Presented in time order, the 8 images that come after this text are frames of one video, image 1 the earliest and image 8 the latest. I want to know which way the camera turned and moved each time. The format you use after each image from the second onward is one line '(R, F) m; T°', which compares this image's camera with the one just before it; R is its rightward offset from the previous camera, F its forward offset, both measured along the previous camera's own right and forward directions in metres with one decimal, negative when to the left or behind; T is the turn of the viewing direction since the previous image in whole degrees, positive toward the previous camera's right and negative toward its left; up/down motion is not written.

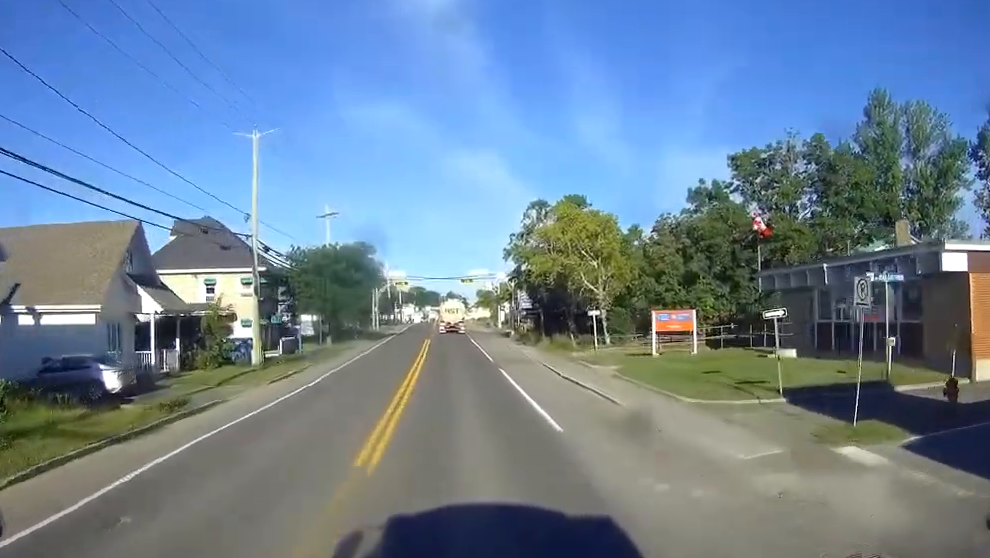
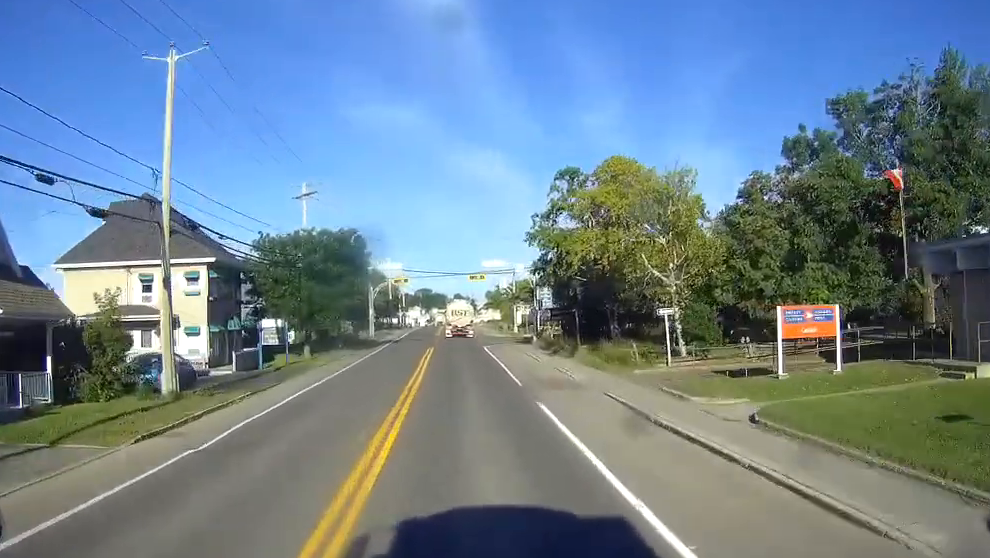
(0.0, +13.8) m; 0°
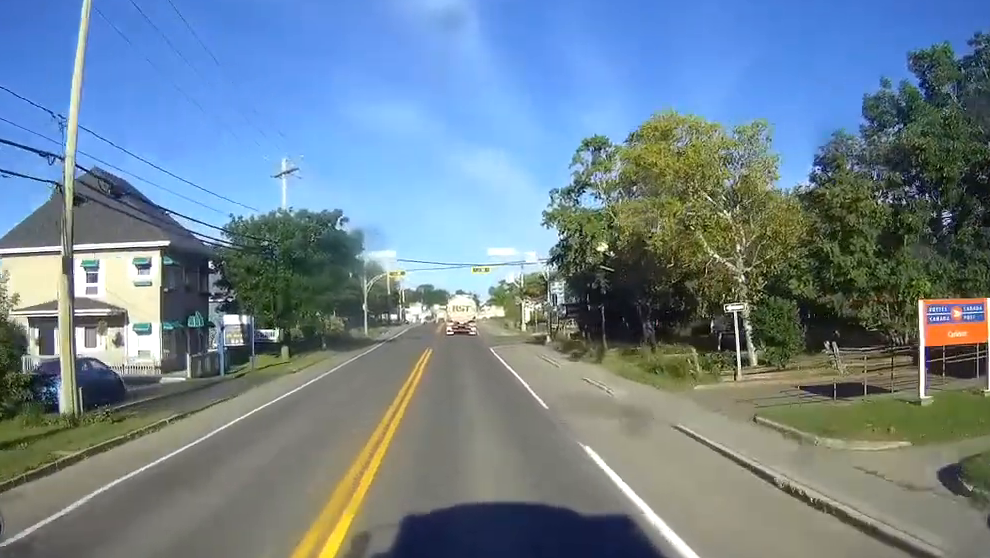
(0.0, +7.5) m; 0°
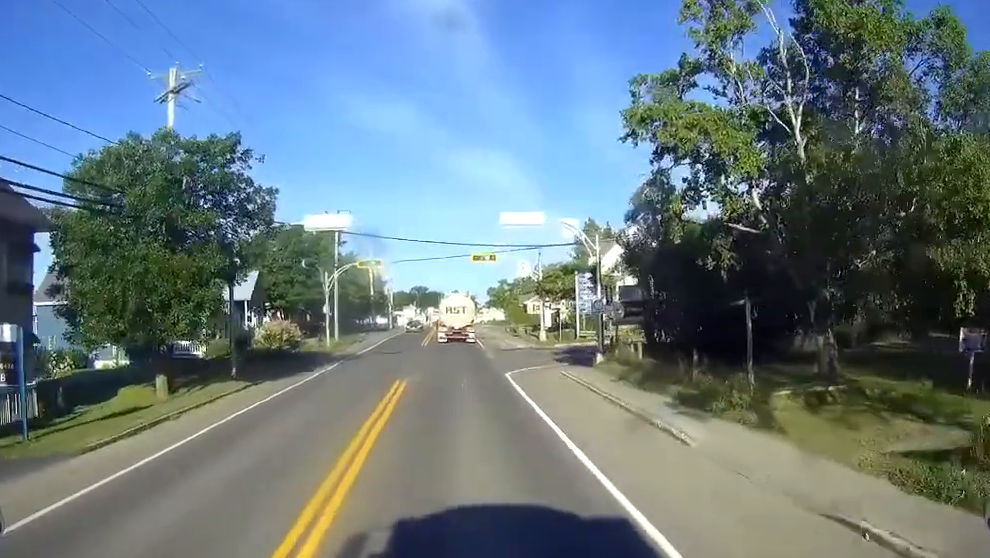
(0.0, +19.9) m; -1°
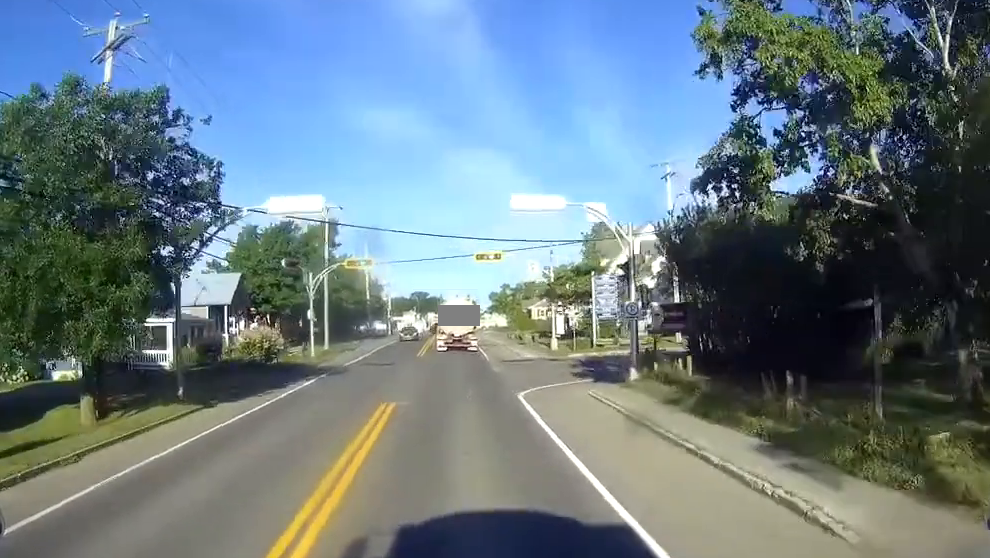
(0.0, +6.5) m; -1°
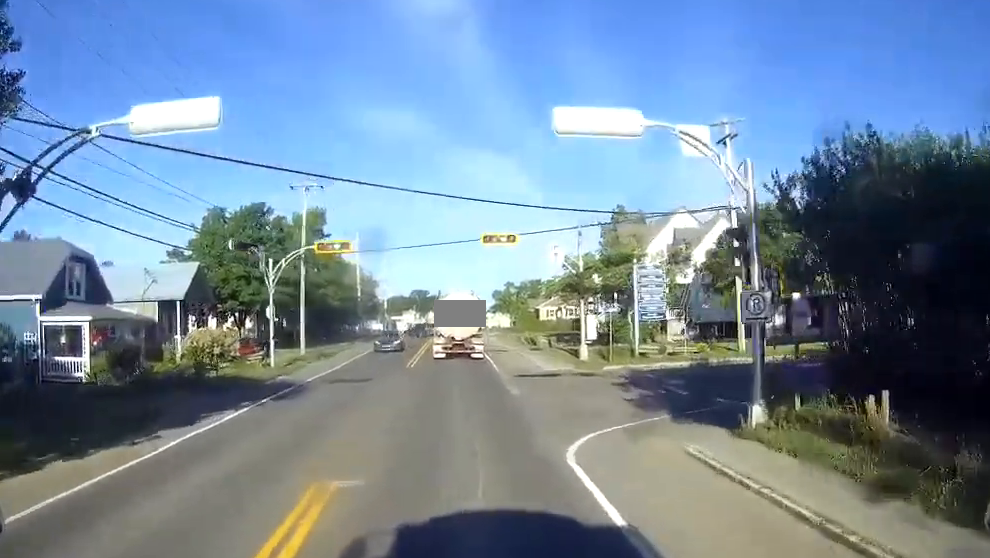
(-0.3, +11.5) m; -2°
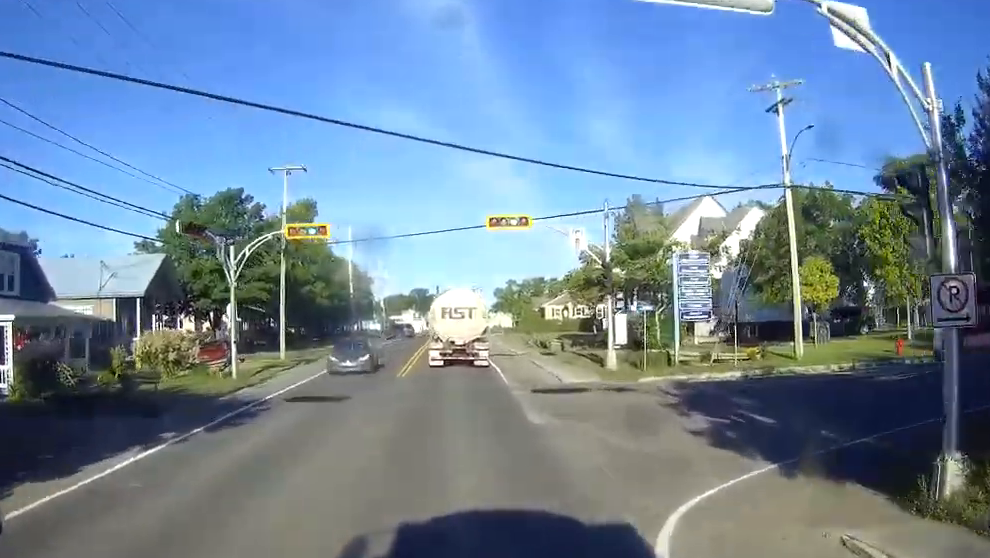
(-0.1, +7.3) m; -3°
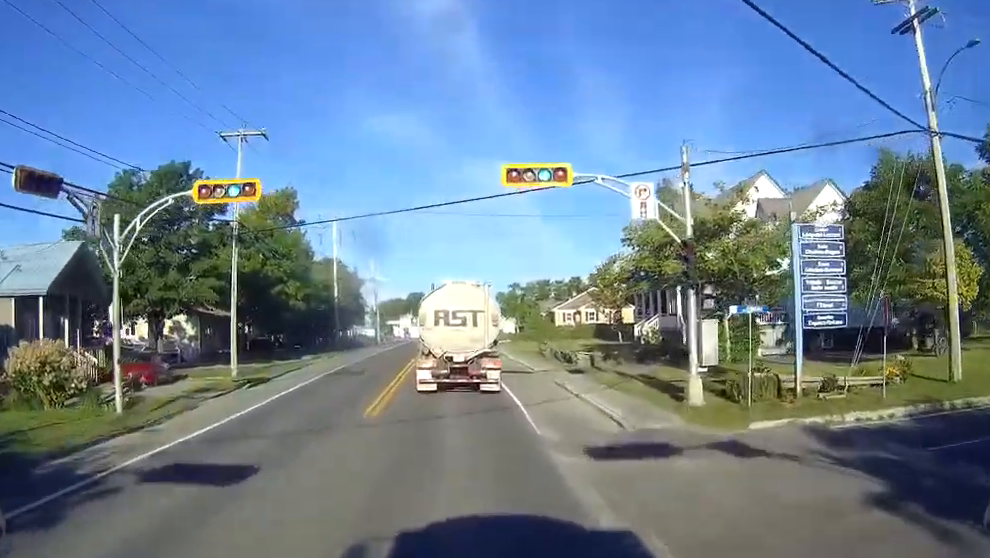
(-0.4, +12.1) m; -1°
